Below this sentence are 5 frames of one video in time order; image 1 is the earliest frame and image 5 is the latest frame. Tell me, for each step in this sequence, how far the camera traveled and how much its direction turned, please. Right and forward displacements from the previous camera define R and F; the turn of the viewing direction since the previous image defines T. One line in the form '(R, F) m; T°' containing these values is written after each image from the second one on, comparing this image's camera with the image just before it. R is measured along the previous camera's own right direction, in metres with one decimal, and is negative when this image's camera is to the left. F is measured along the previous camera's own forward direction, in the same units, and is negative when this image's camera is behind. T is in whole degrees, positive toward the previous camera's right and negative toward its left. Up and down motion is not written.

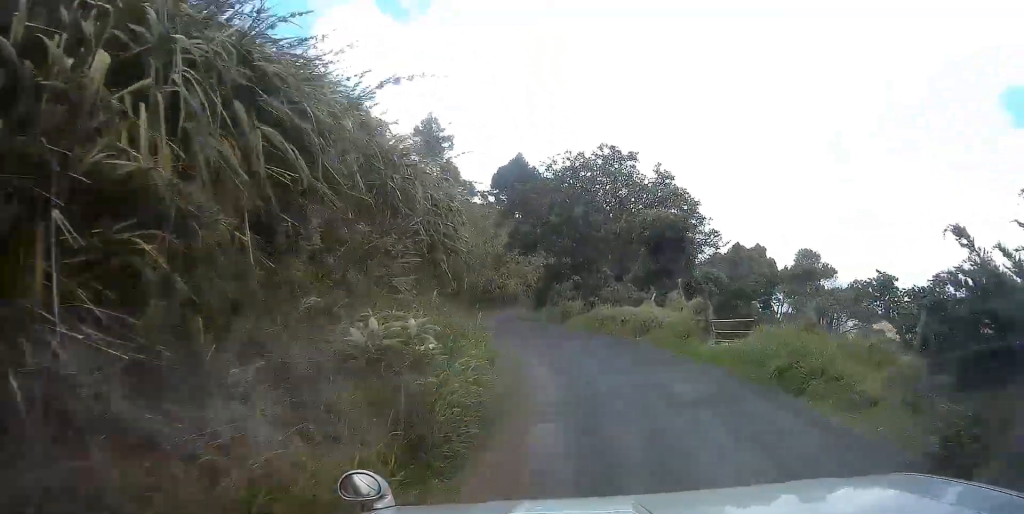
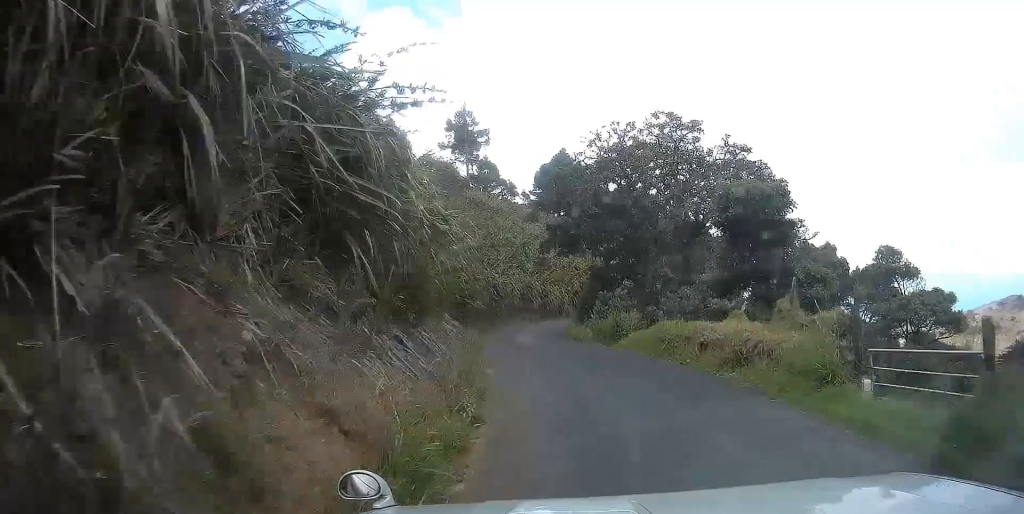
(-0.1, +6.7) m; -2°
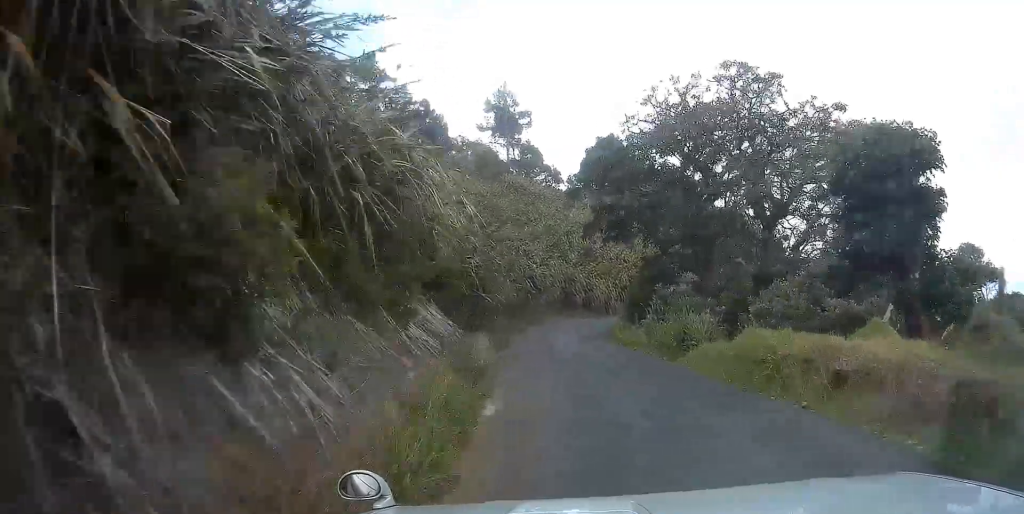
(-0.1, +5.4) m; -2°
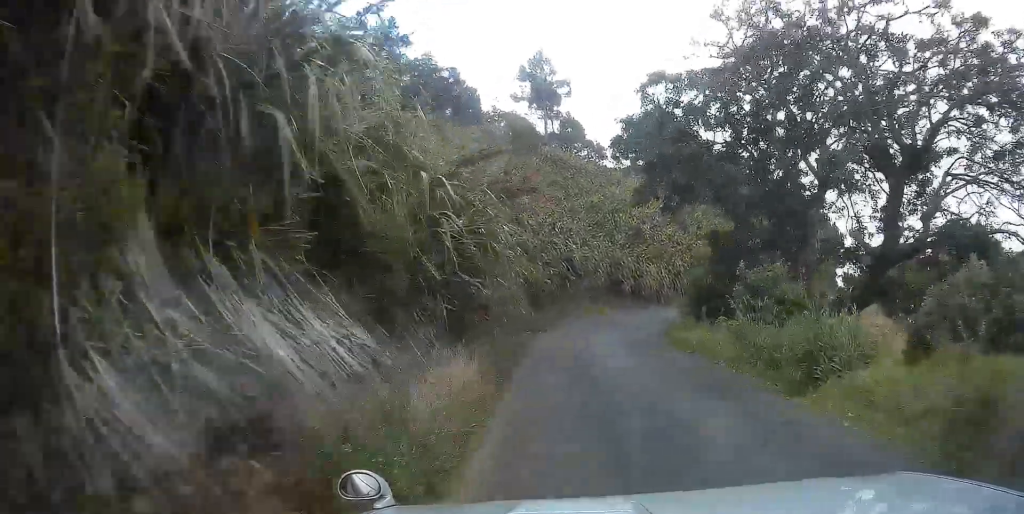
(-0.1, +6.5) m; -2°
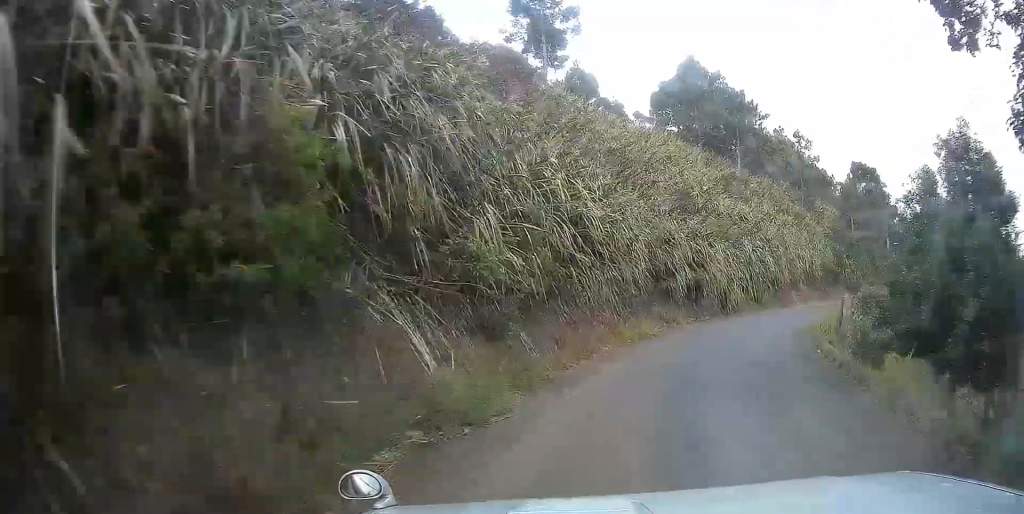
(-0.3, +16.1) m; +3°
